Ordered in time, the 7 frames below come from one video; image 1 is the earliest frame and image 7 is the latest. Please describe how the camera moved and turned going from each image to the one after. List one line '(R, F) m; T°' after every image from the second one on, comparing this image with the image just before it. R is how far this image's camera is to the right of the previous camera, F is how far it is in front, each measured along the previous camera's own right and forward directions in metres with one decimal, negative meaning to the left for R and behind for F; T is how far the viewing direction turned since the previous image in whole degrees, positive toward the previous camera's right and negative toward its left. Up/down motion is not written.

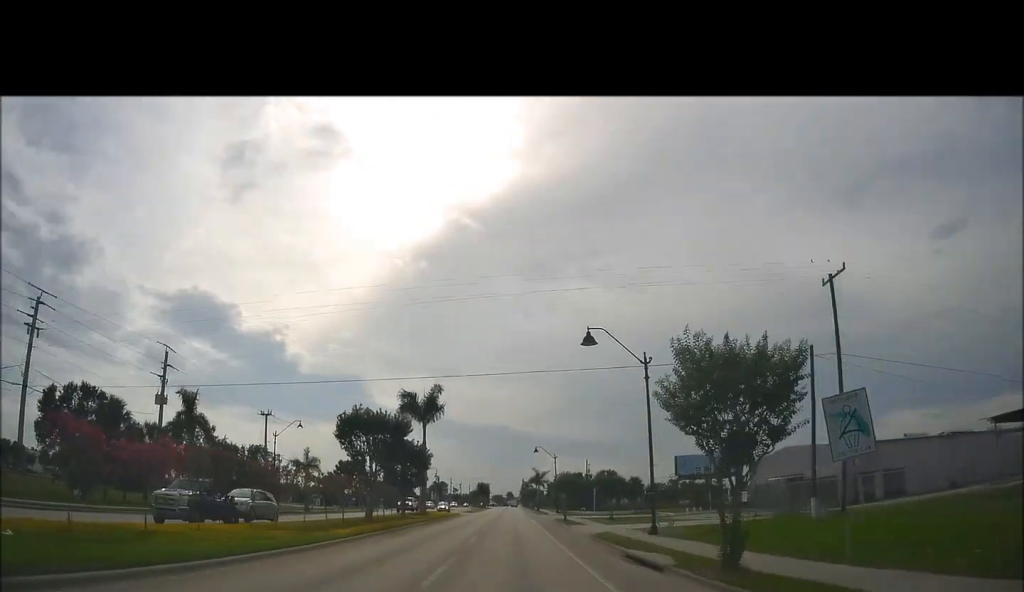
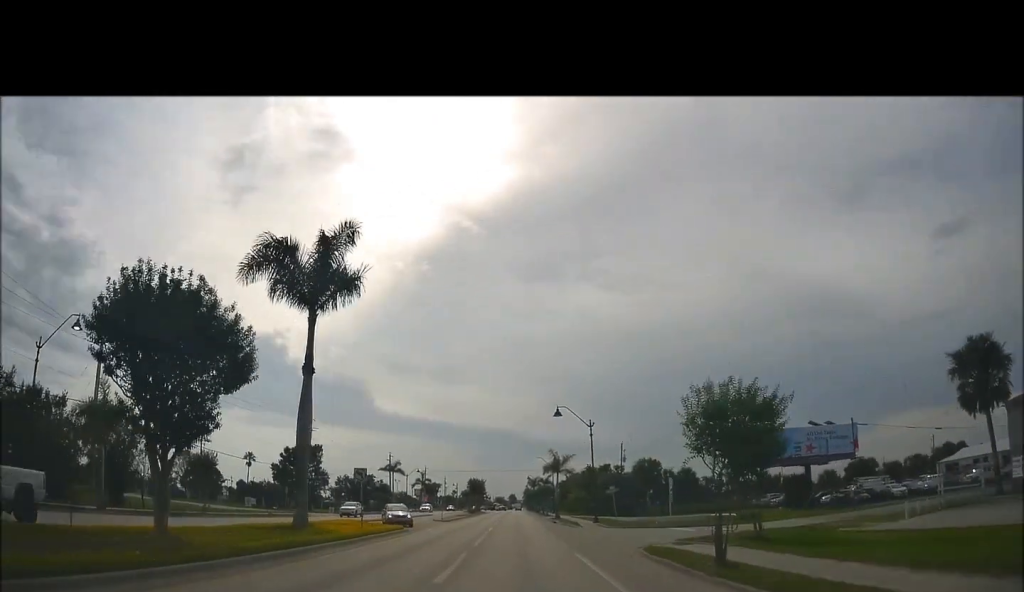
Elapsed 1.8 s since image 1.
(-0.8, +33.5) m; -2°
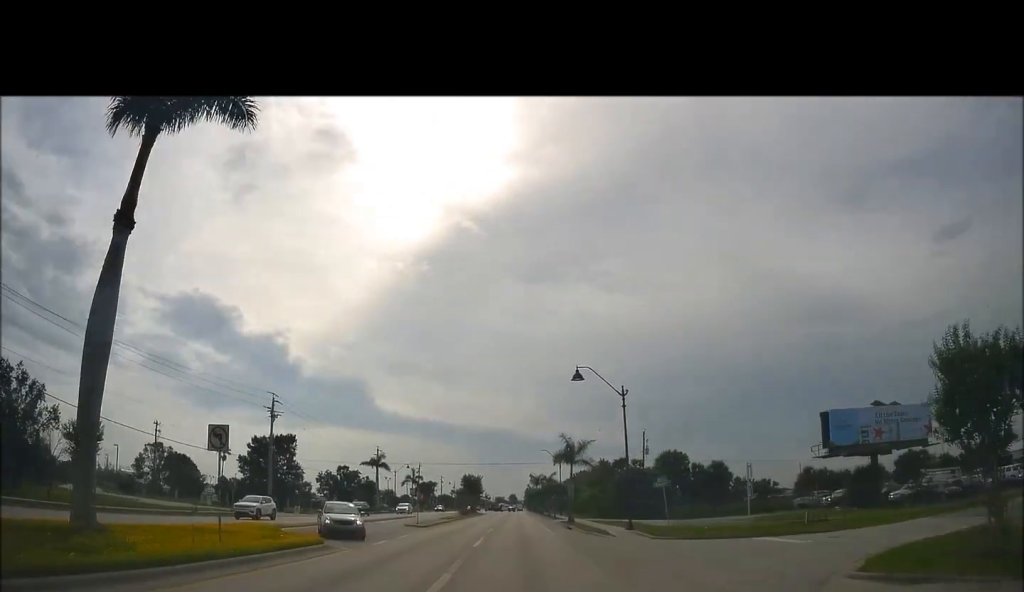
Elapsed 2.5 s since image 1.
(0.0, +11.9) m; +1°
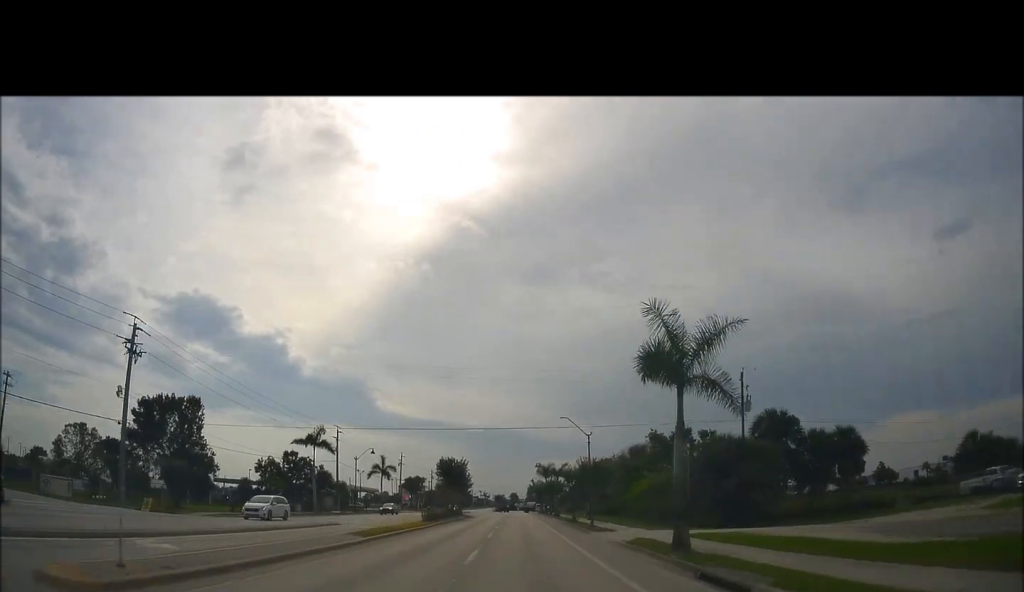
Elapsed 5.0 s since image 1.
(+0.4, +37.9) m; -1°
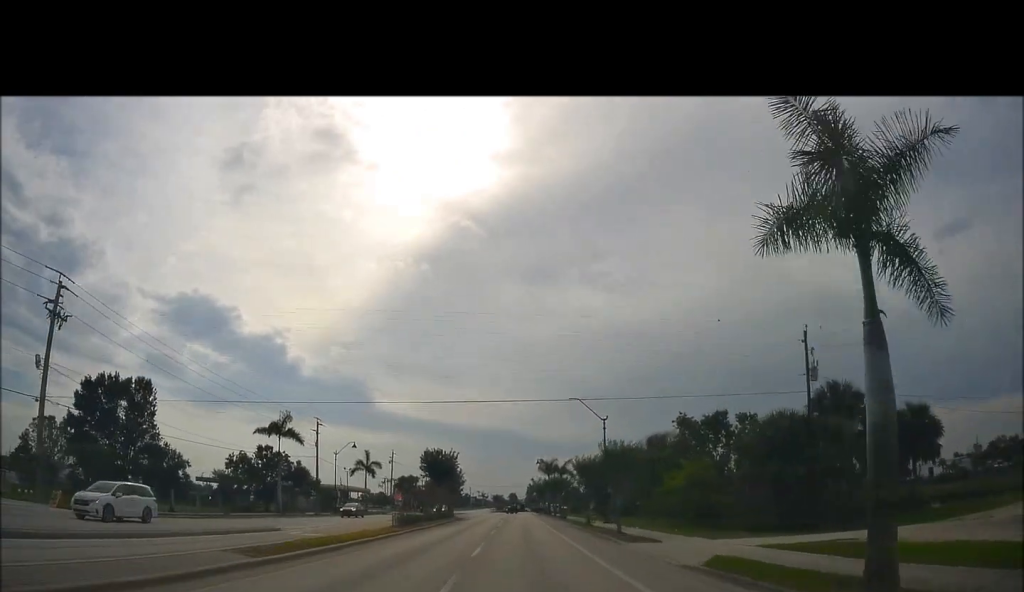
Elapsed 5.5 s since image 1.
(-0.1, +8.2) m; -1°
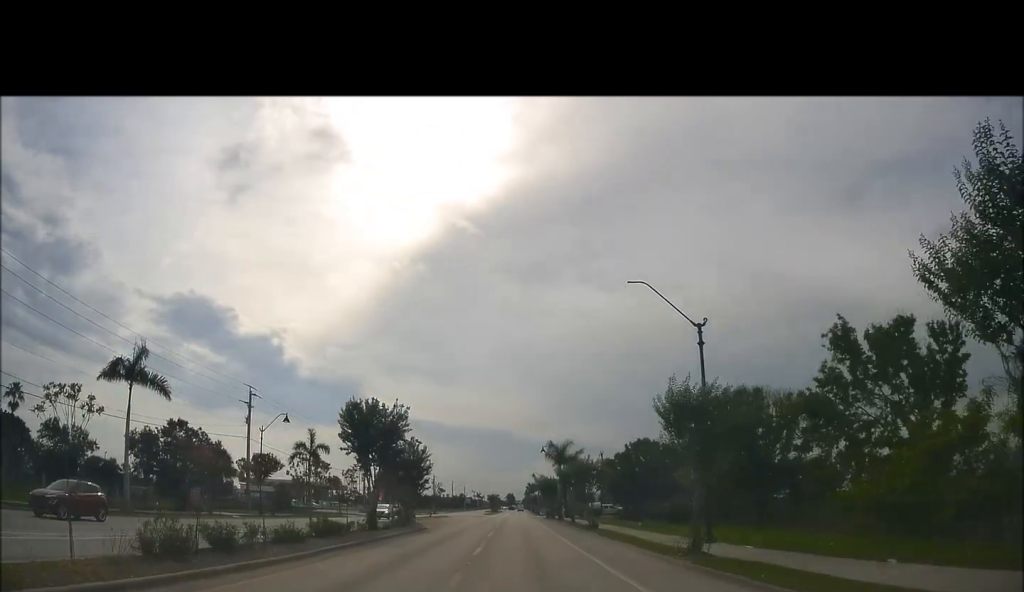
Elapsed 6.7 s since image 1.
(+0.2, +22.0) m; +2°
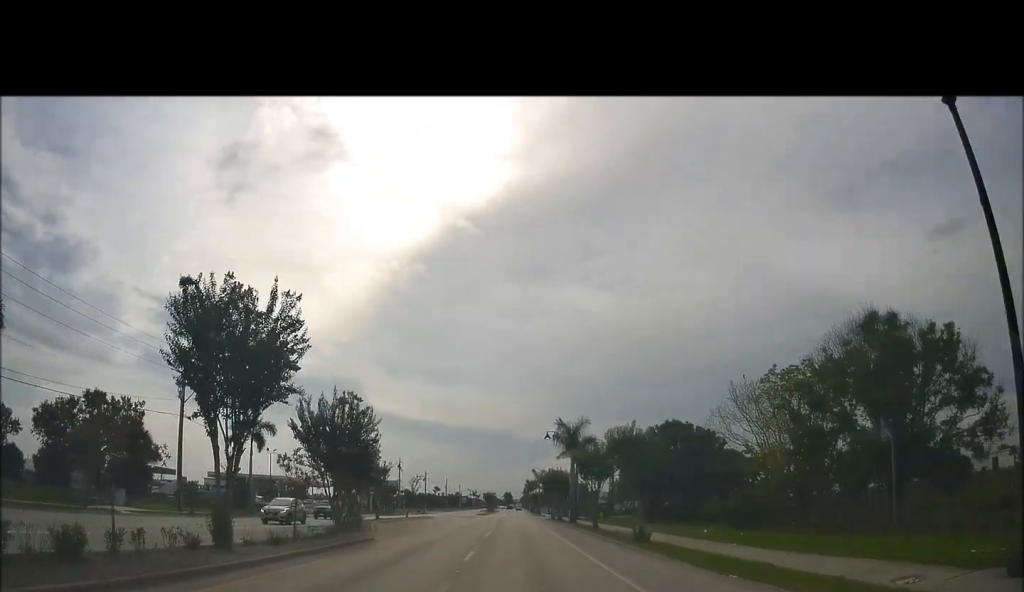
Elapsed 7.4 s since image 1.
(+0.4, +14.1) m; 0°
